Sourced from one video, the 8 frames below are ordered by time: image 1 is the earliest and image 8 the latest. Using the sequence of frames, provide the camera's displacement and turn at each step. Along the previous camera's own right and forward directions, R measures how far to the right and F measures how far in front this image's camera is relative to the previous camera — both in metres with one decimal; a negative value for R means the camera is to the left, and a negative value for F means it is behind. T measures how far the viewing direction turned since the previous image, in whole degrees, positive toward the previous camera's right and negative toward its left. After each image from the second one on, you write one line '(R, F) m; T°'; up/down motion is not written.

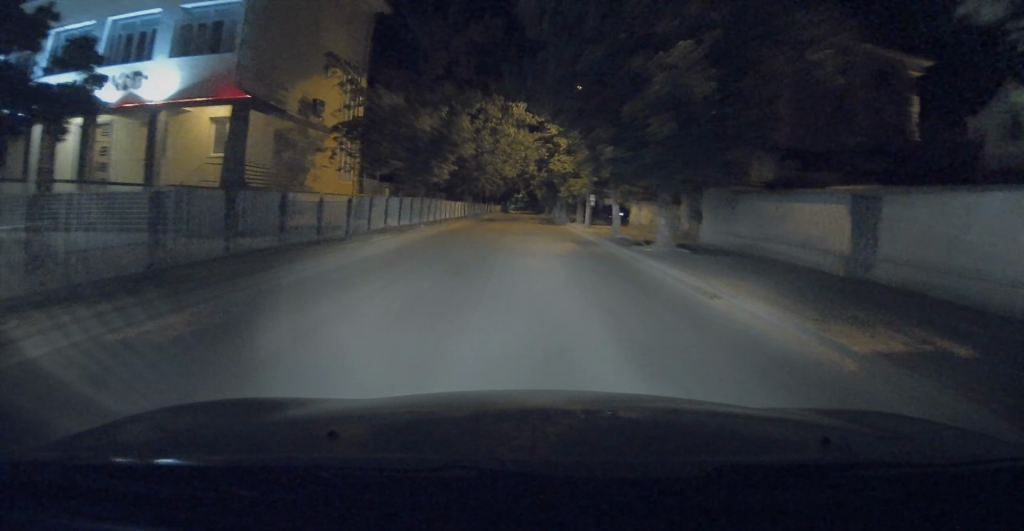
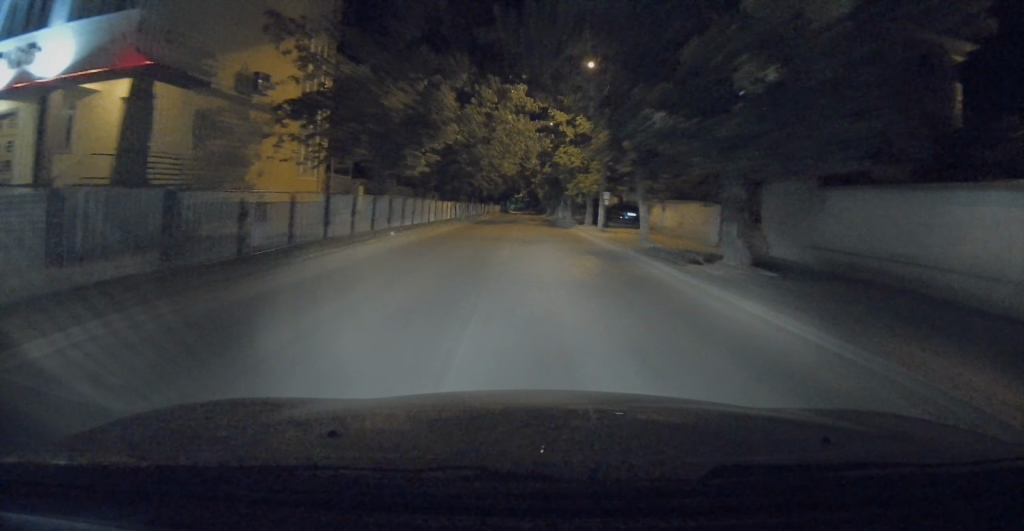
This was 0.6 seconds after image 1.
(-0.2, +5.7) m; 0°
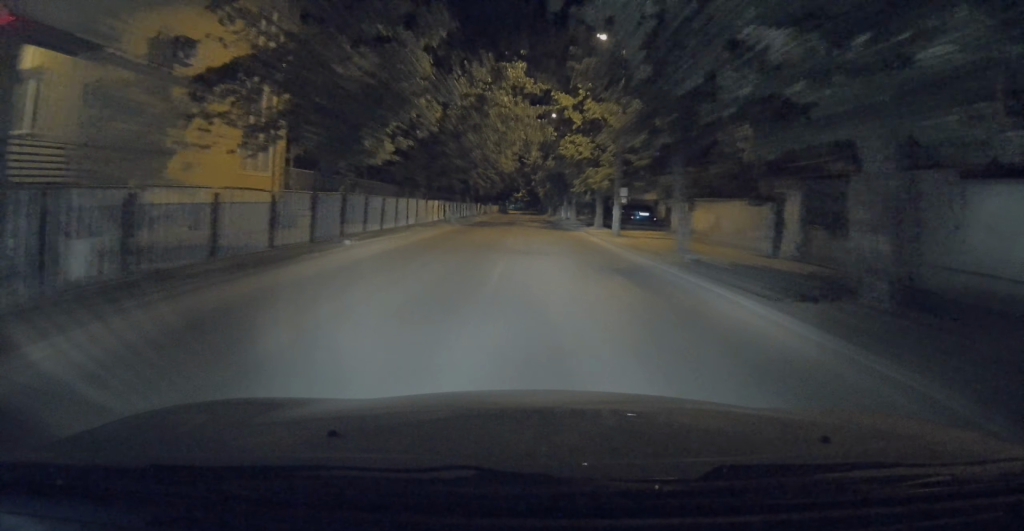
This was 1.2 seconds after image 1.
(0.0, +4.8) m; 0°
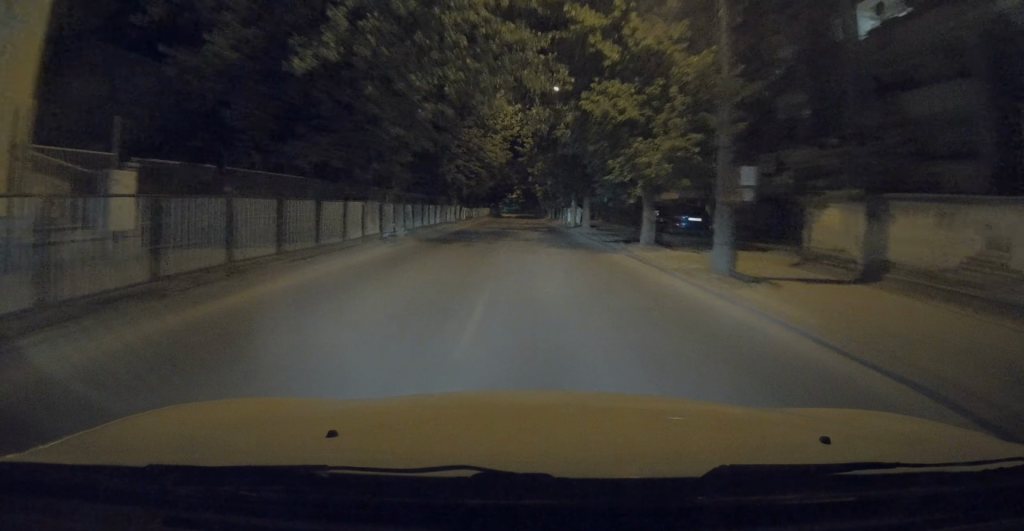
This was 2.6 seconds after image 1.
(+0.2, +13.1) m; +3°
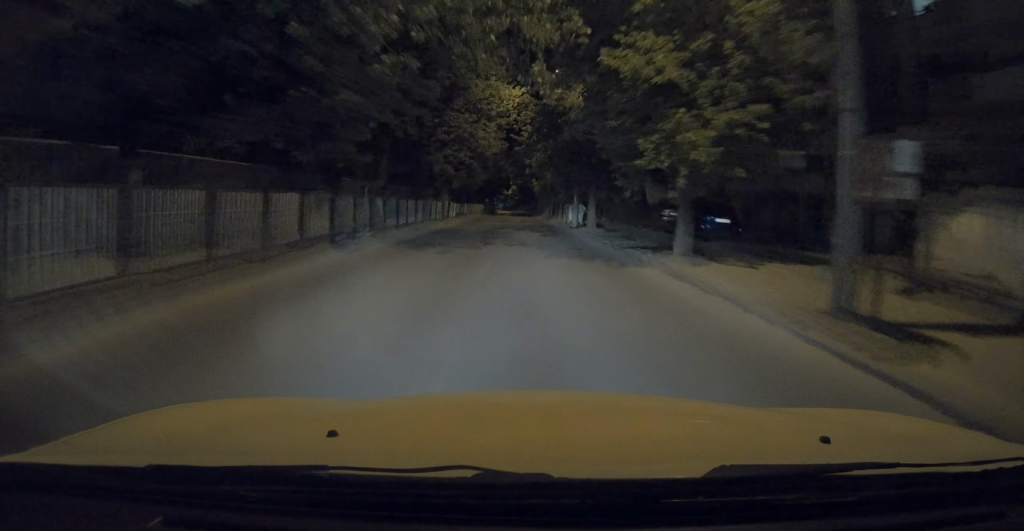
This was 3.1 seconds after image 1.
(+0.1, +4.4) m; +2°
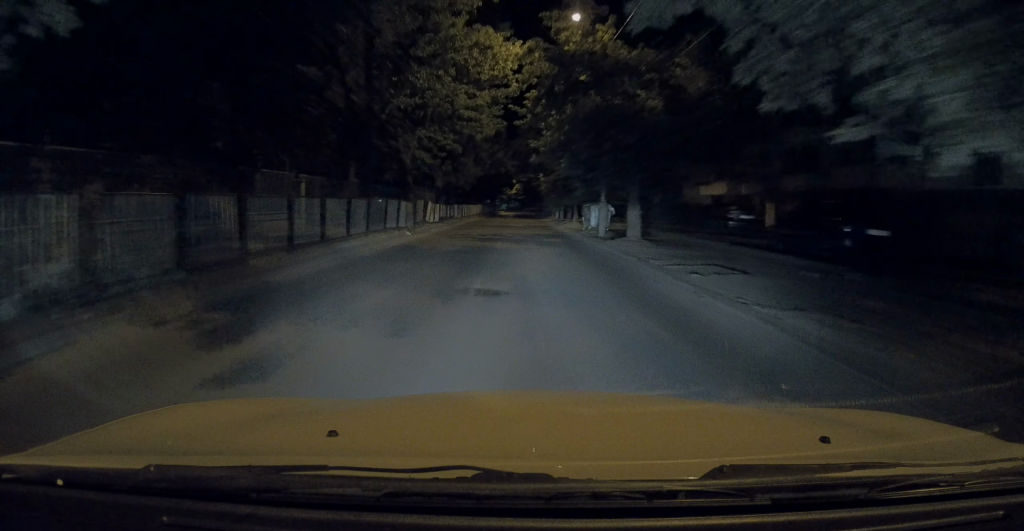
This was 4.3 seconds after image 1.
(+0.5, +10.4) m; +1°
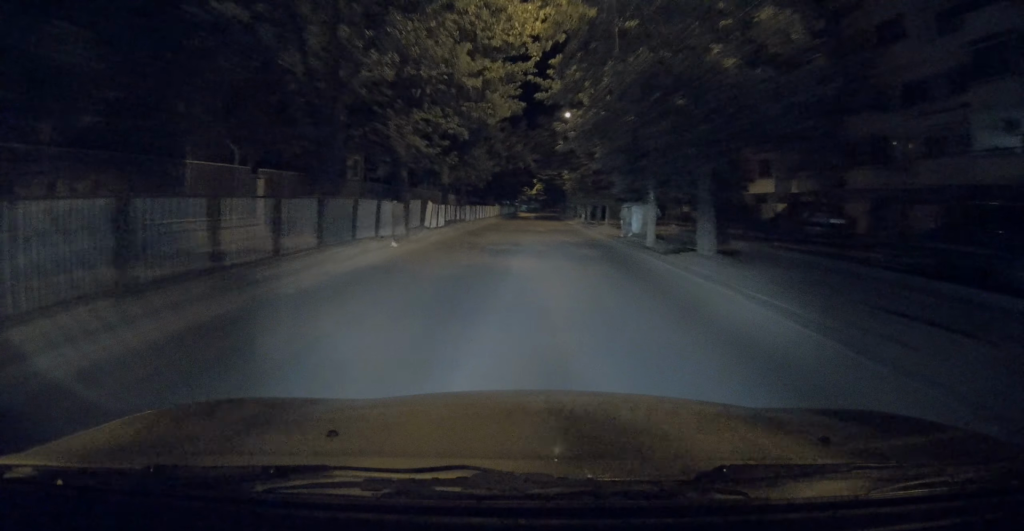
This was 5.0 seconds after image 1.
(0.0, +5.7) m; -1°
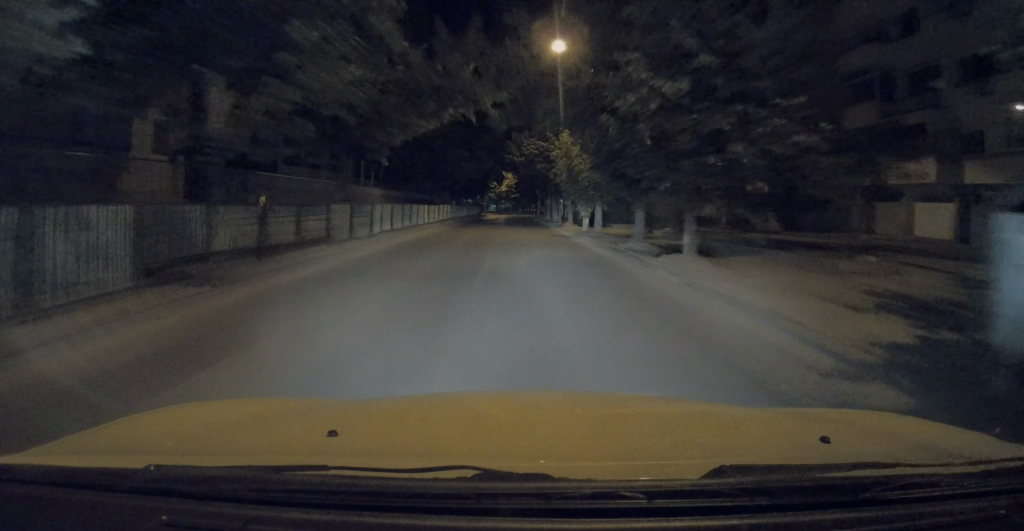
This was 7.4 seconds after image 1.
(-0.2, +20.9) m; -2°
